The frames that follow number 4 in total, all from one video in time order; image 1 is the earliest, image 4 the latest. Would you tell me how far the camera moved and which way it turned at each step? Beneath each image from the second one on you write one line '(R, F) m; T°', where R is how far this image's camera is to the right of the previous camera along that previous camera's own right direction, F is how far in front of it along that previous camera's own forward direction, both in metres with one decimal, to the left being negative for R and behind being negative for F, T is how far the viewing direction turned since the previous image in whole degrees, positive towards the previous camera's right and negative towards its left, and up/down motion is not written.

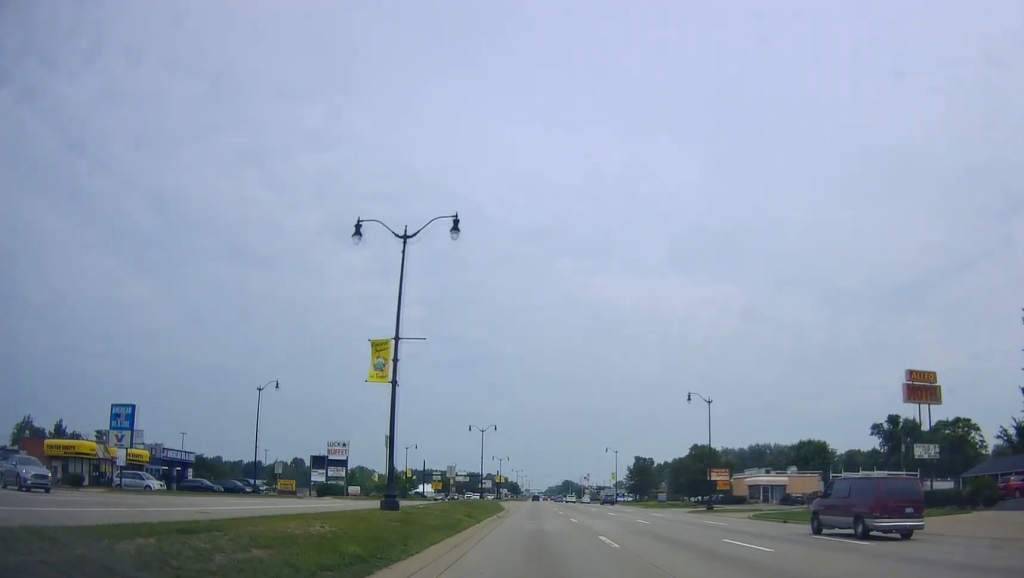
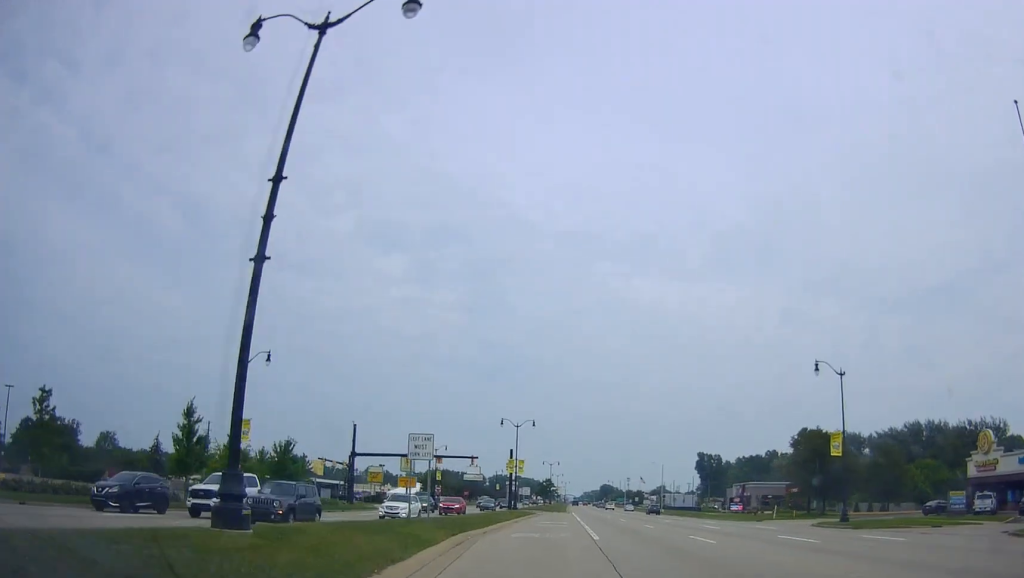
(-1.8, +89.7) m; -2°
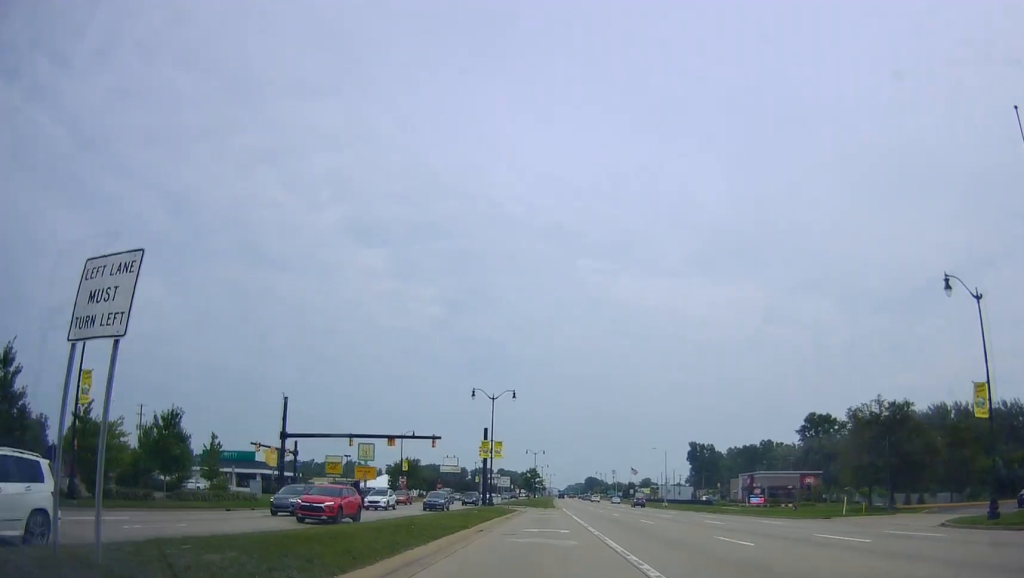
(0.0, +19.3) m; -1°
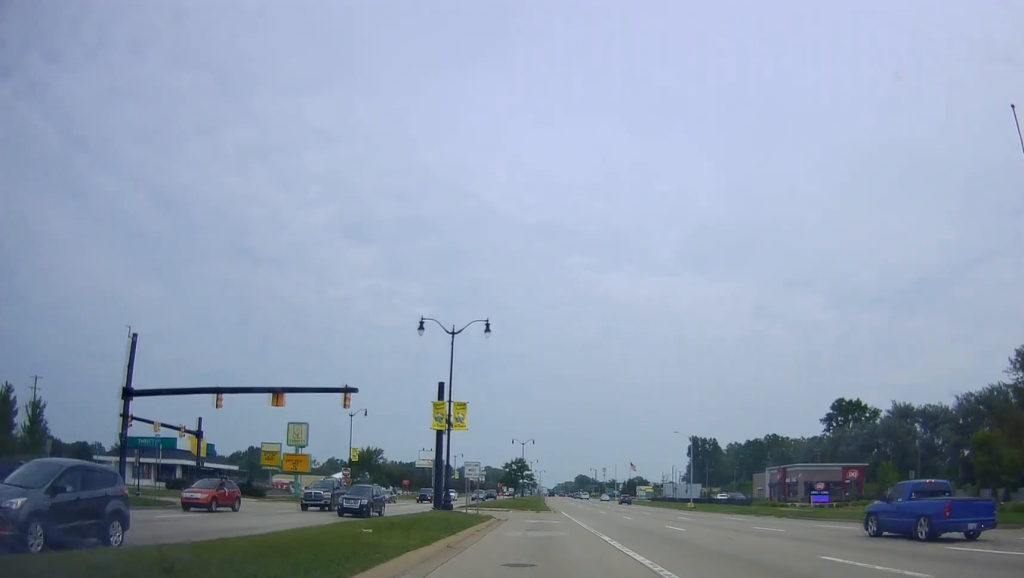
(-0.2, +27.6) m; +2°
